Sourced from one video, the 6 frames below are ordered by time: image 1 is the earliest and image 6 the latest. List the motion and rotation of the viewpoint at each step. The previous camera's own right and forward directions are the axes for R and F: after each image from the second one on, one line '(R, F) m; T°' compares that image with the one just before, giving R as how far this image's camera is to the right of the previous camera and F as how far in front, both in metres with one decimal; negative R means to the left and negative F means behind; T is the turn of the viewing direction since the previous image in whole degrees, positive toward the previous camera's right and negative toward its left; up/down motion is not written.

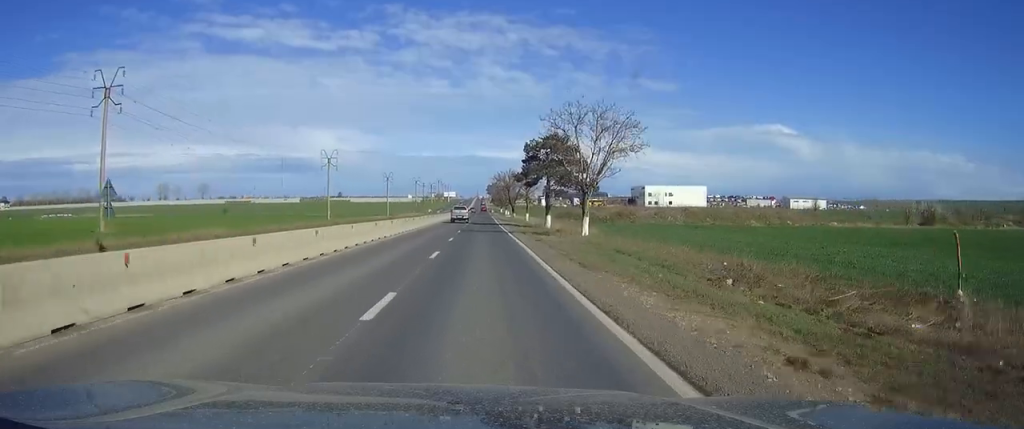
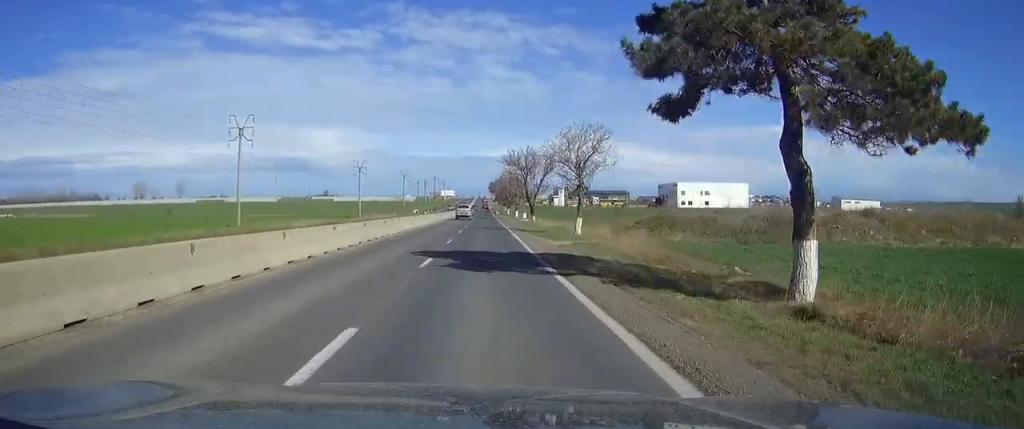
(0.0, +51.6) m; 0°
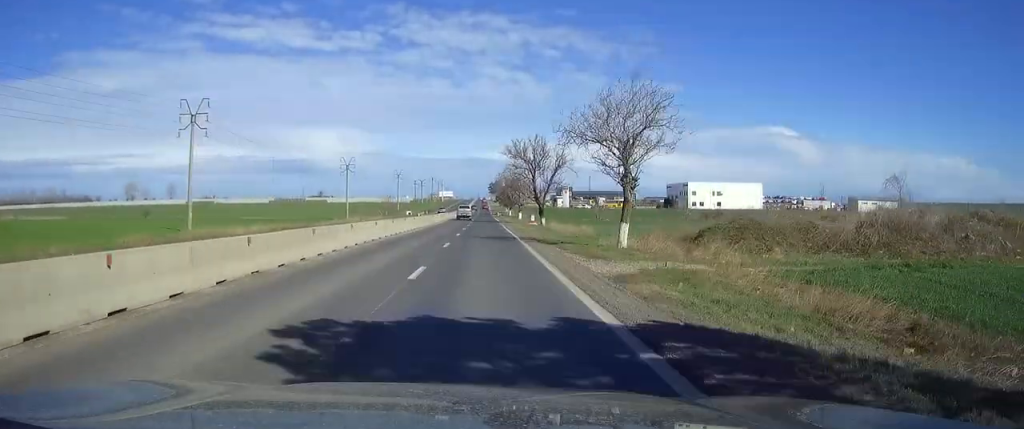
(0.0, +14.9) m; 0°
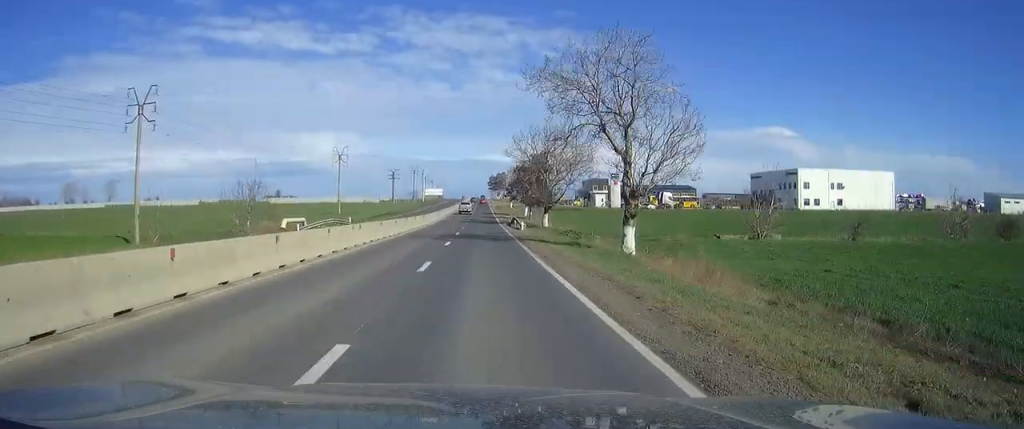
(+0.1, +94.1) m; 0°
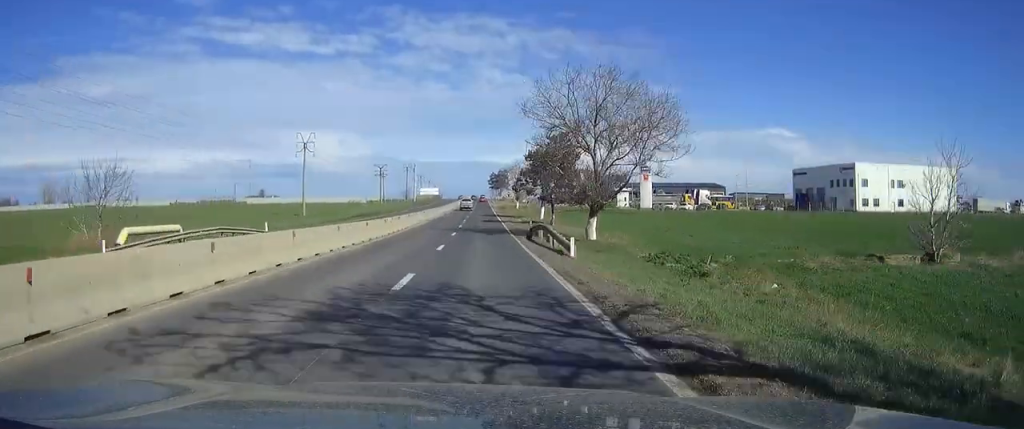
(+0.1, +28.1) m; 0°
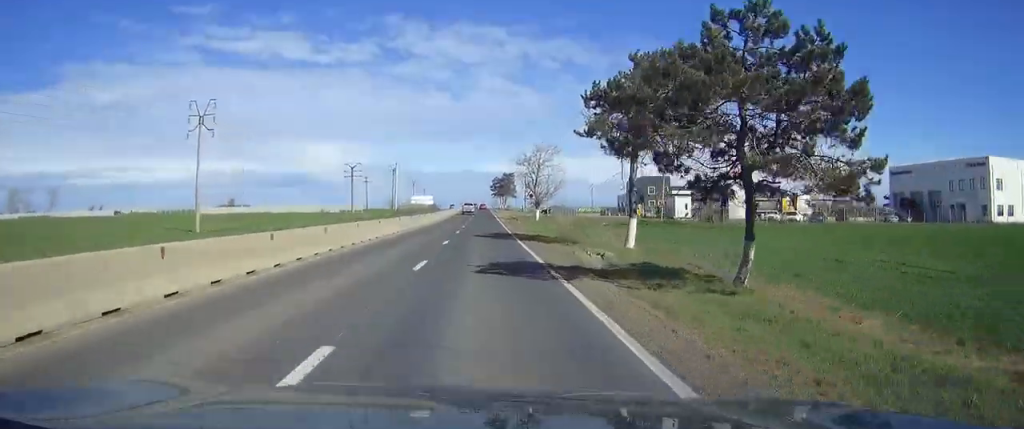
(-0.2, +44.3) m; 0°
